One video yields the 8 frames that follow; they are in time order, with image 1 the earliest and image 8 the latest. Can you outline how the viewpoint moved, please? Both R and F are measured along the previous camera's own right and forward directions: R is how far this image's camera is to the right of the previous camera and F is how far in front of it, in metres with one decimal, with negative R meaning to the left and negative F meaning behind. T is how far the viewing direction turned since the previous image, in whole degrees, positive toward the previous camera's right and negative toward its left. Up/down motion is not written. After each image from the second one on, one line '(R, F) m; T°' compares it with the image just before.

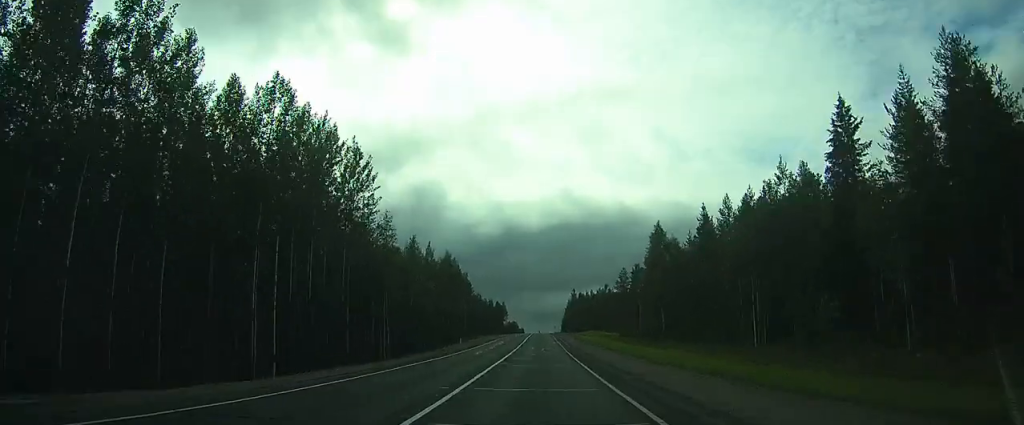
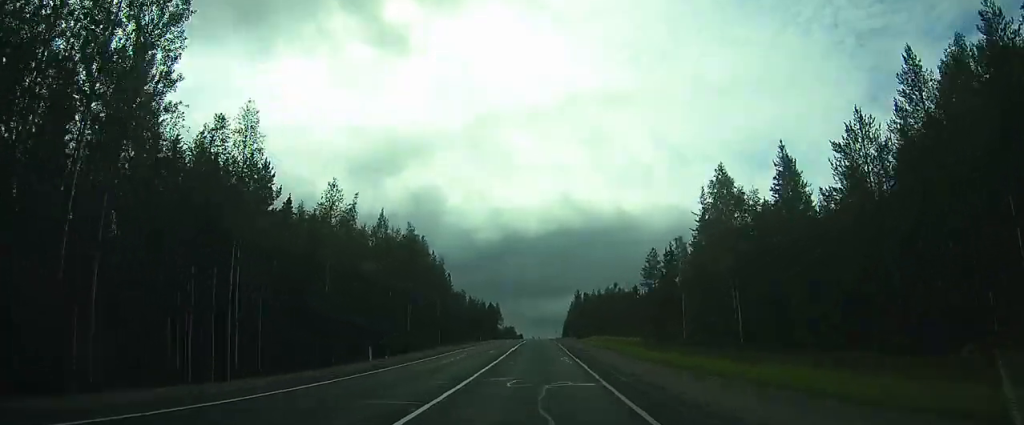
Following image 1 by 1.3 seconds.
(-0.1, +29.5) m; 0°
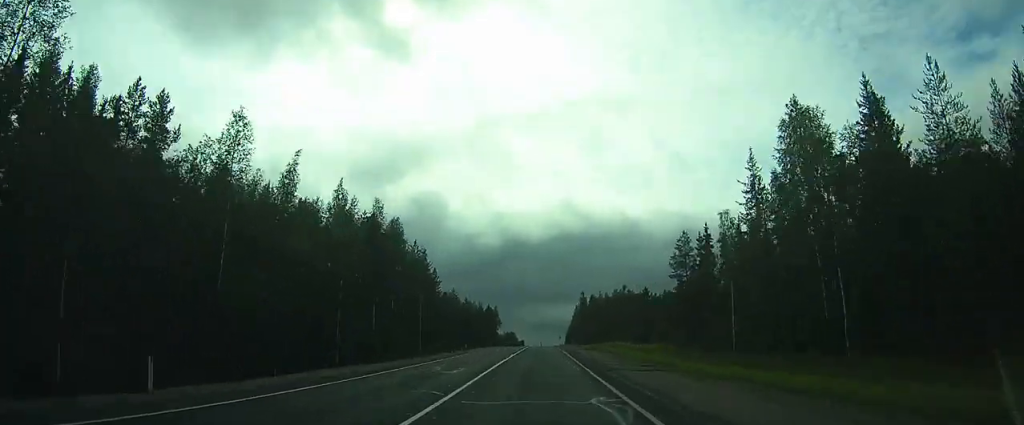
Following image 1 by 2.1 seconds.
(0.0, +16.3) m; 0°
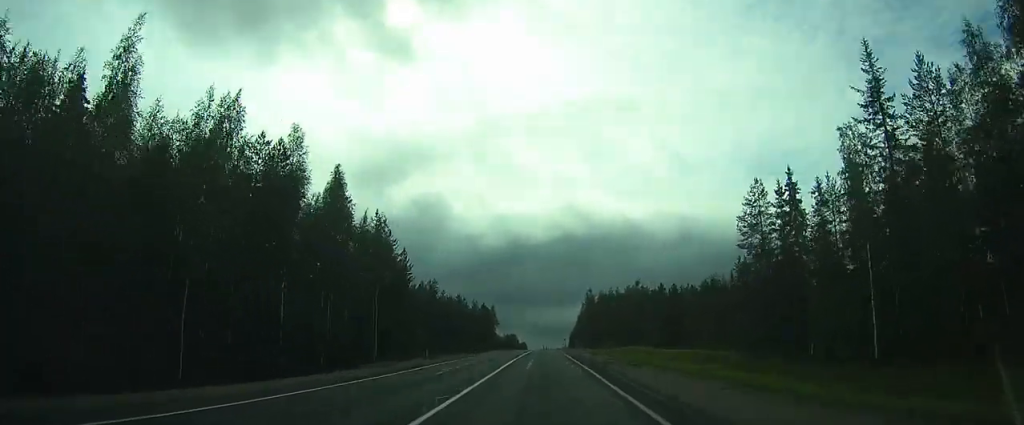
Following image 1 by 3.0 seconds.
(0.0, +21.6) m; 0°
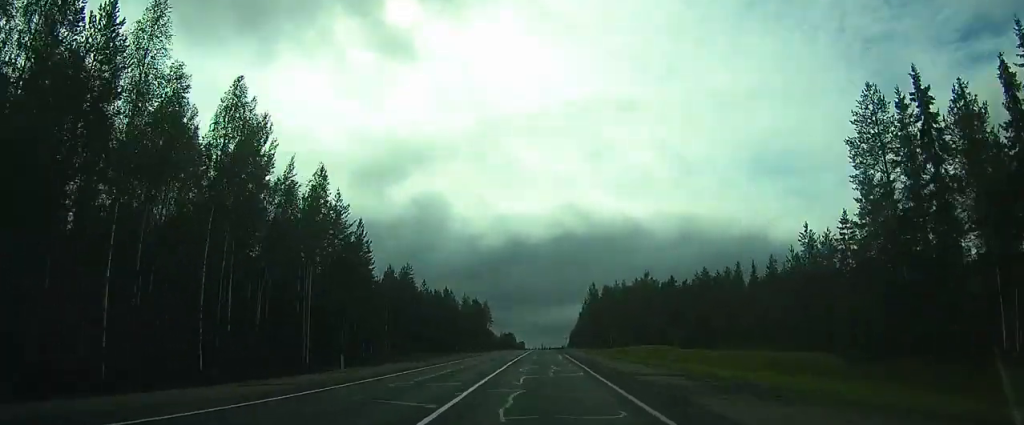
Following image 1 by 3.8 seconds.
(0.0, +16.4) m; 0°
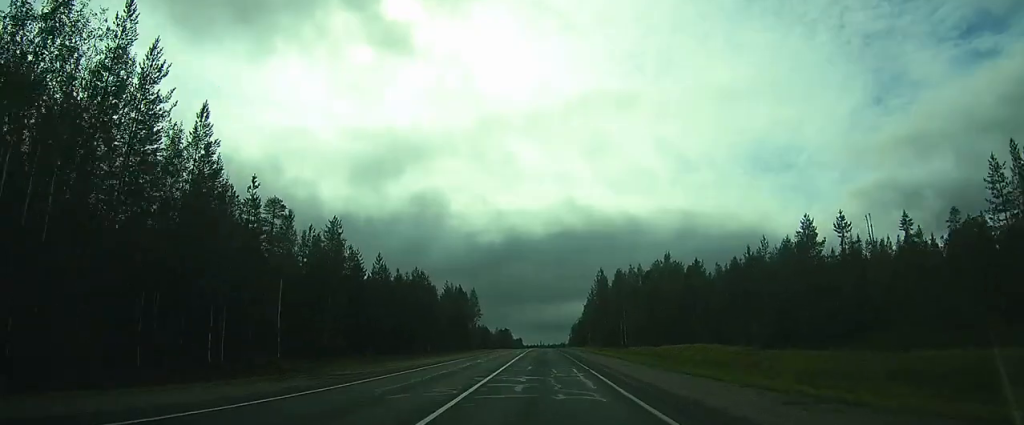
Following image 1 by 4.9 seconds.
(+0.2, +26.1) m; +1°
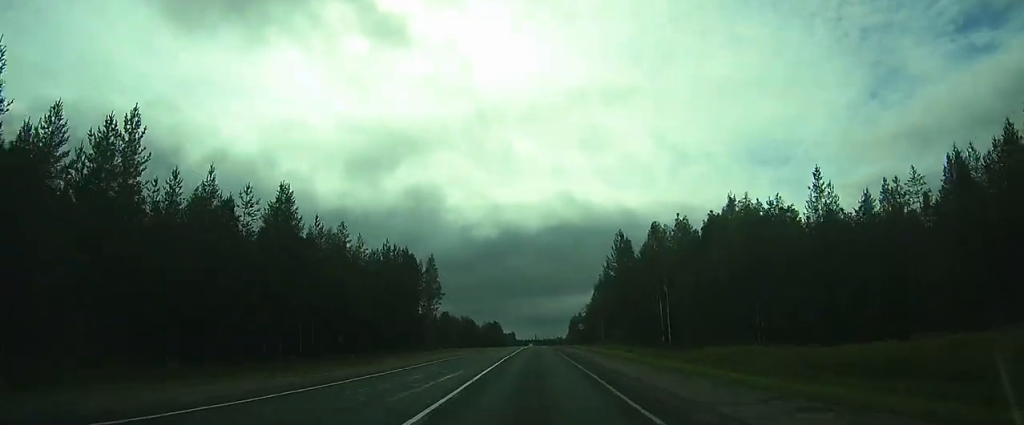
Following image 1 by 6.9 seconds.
(+0.7, +43.8) m; +1°
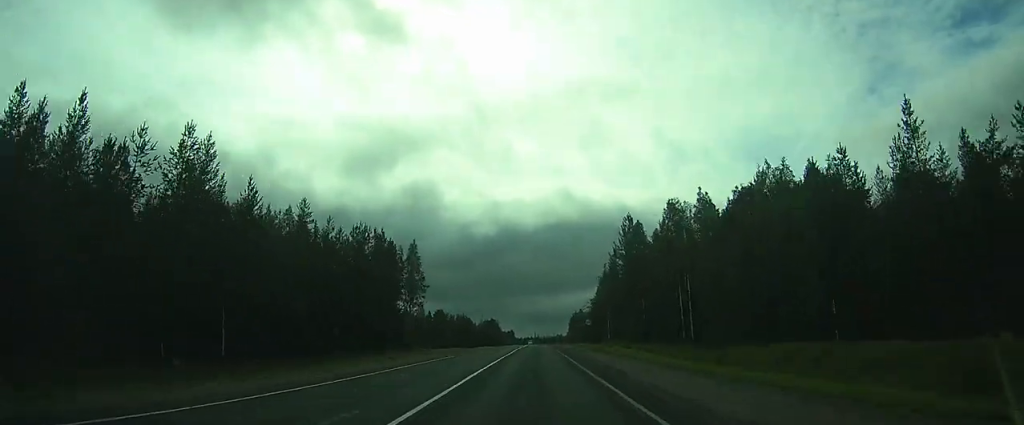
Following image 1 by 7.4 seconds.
(0.0, +11.1) m; 0°
